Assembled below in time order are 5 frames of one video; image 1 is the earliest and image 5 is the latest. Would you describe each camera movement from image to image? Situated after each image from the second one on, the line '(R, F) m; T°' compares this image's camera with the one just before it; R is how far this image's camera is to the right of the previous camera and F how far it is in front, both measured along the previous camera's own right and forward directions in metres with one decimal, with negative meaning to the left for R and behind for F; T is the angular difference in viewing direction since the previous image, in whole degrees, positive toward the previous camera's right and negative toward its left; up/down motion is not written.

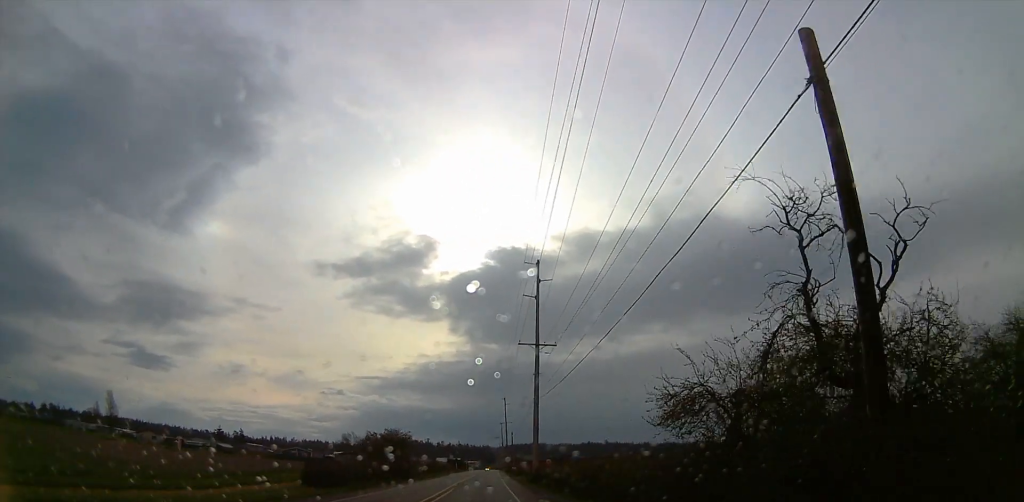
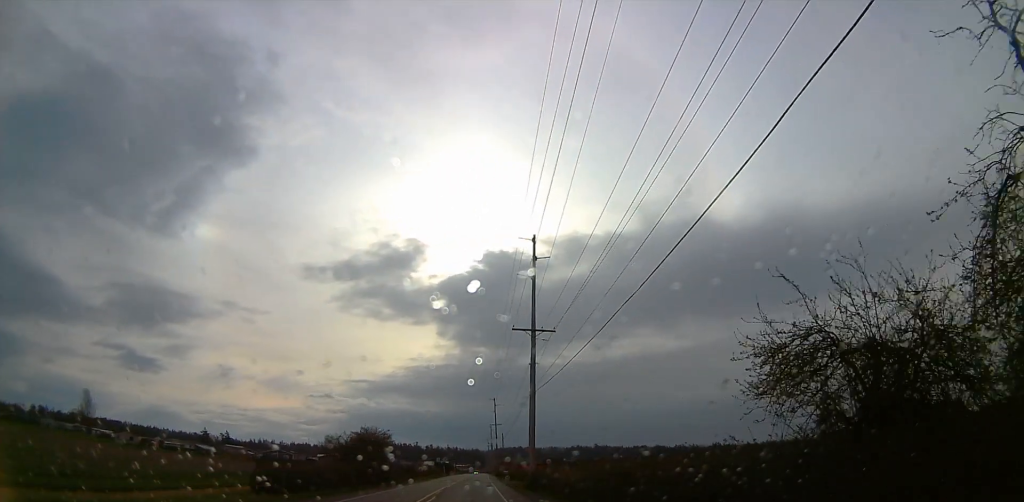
(-0.2, +6.5) m; +1°
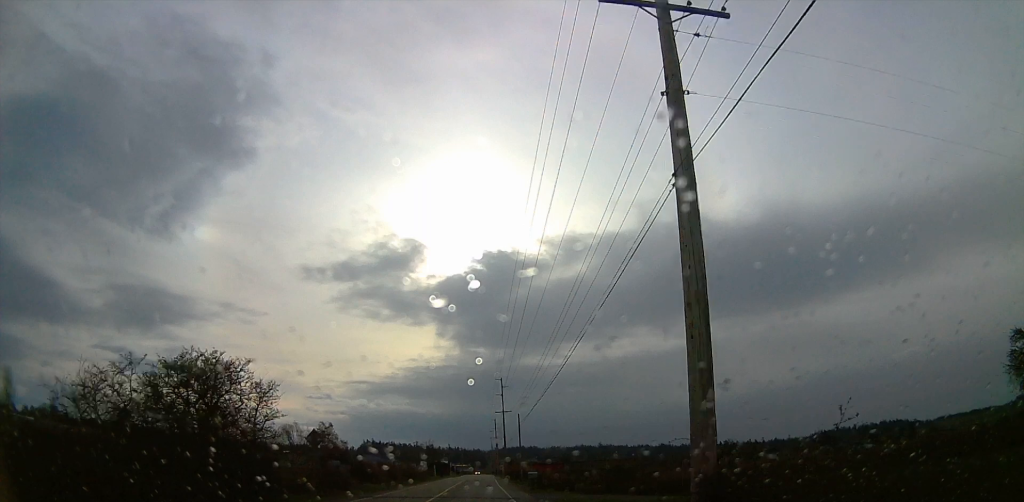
(+0.5, +36.5) m; -1°
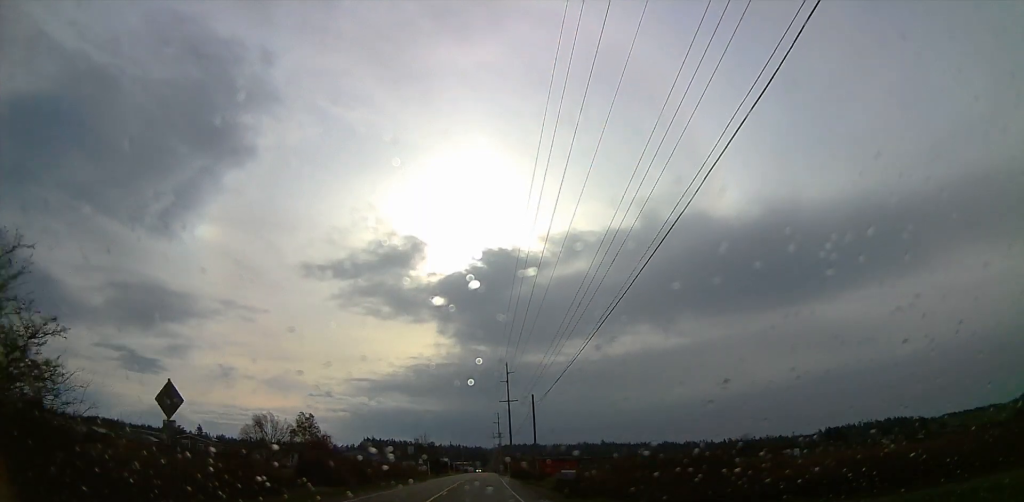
(+0.1, +17.3) m; +1°
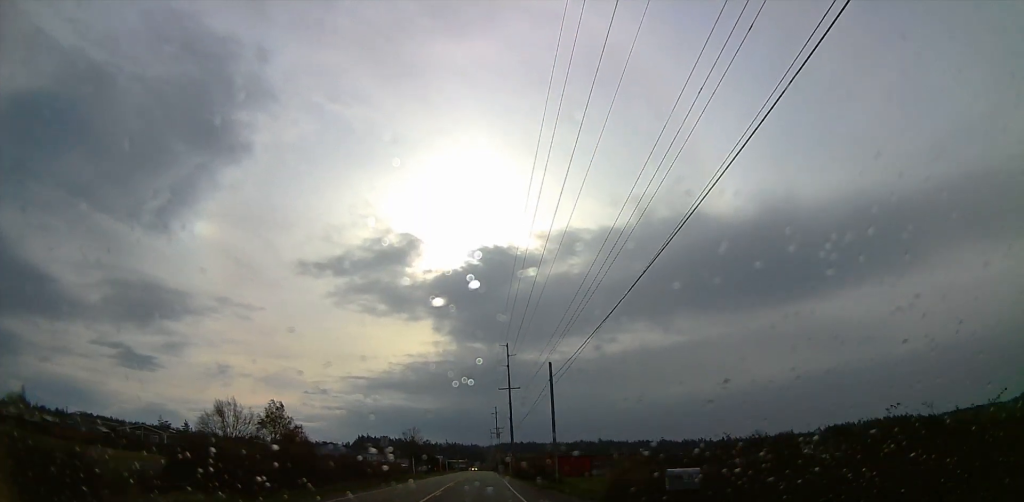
(+0.1, +16.0) m; 0°
